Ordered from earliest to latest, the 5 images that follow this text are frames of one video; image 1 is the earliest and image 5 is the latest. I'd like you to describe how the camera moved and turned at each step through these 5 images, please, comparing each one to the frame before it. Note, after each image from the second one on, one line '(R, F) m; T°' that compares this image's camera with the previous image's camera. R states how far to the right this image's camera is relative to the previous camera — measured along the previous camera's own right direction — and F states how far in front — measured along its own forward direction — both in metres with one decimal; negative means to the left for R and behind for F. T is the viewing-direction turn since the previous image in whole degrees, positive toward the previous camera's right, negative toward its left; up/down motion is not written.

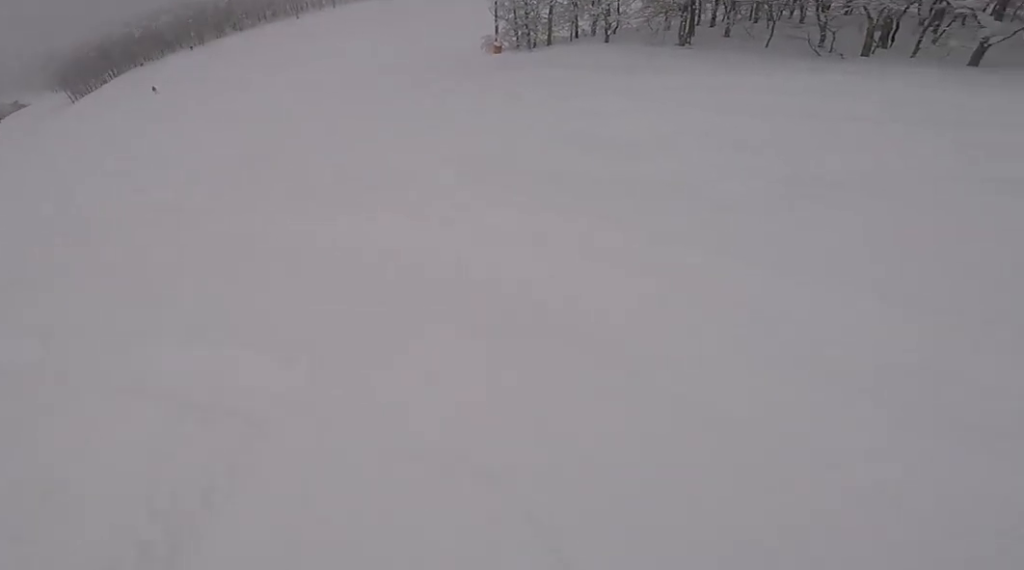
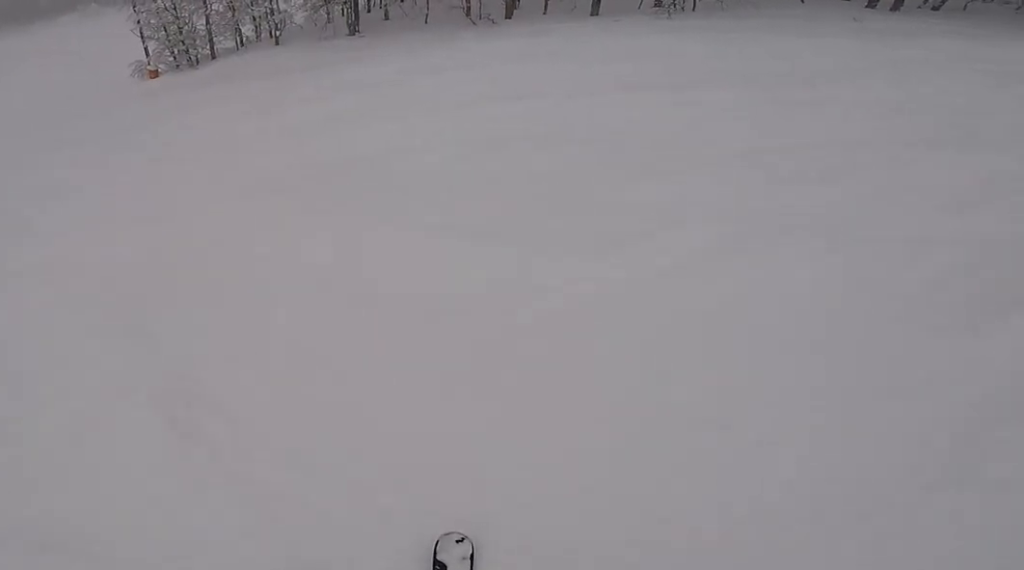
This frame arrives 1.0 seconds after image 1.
(+1.8, +4.3) m; +24°
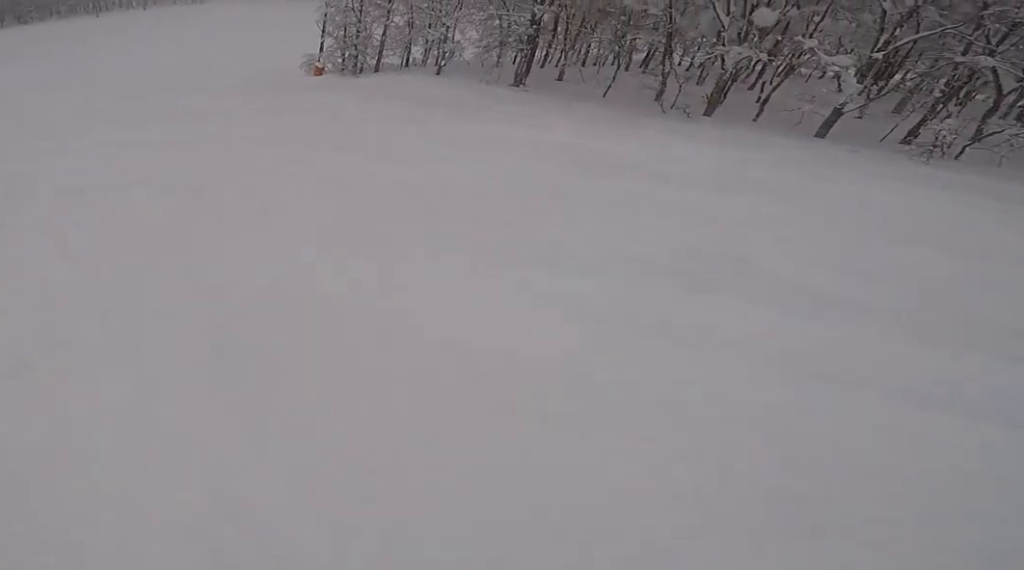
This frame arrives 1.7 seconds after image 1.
(+0.1, +3.3) m; +1°
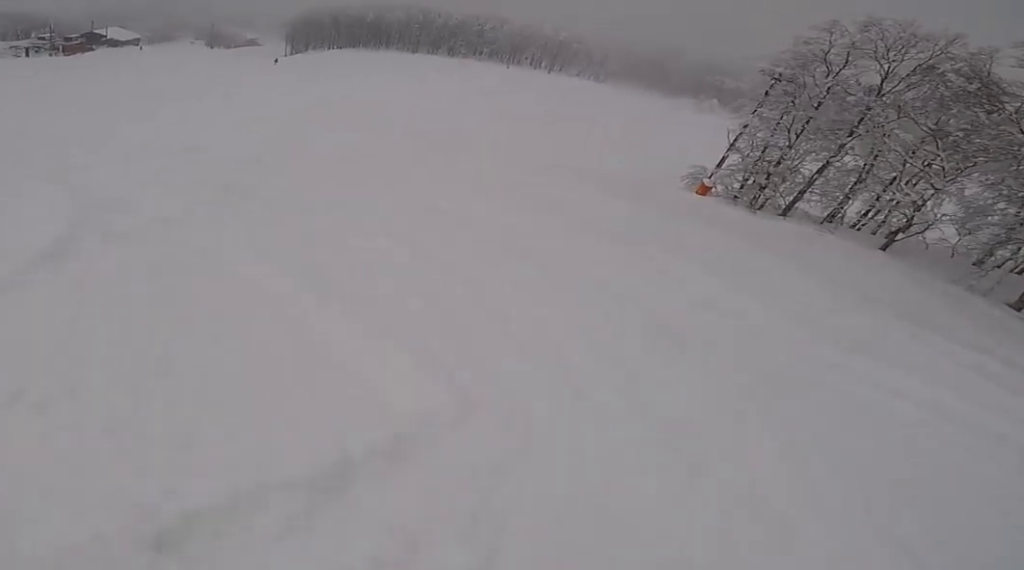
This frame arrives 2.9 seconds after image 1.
(-0.1, +5.9) m; -29°
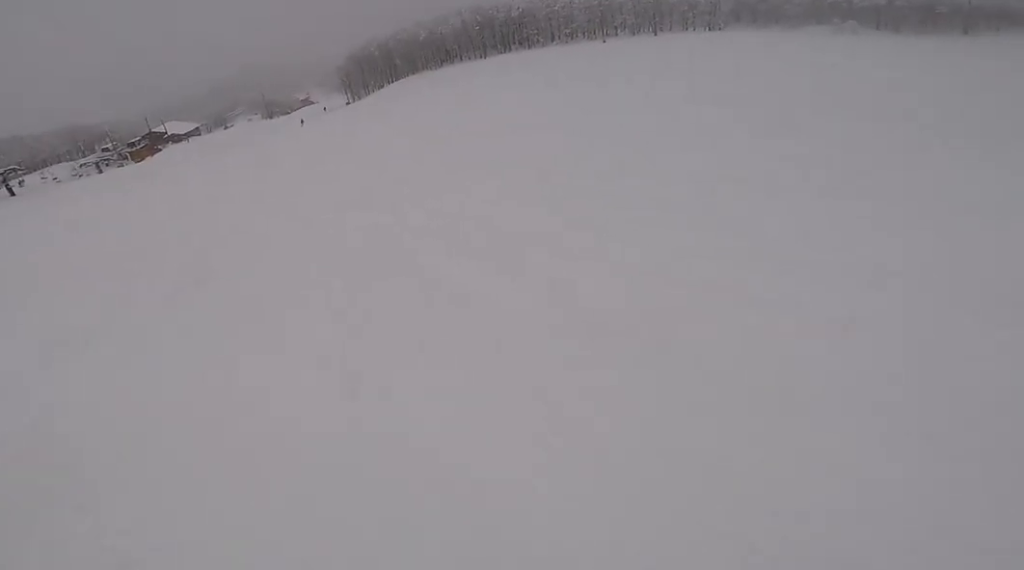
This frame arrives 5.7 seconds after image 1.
(-9.7, +14.8) m; -23°
